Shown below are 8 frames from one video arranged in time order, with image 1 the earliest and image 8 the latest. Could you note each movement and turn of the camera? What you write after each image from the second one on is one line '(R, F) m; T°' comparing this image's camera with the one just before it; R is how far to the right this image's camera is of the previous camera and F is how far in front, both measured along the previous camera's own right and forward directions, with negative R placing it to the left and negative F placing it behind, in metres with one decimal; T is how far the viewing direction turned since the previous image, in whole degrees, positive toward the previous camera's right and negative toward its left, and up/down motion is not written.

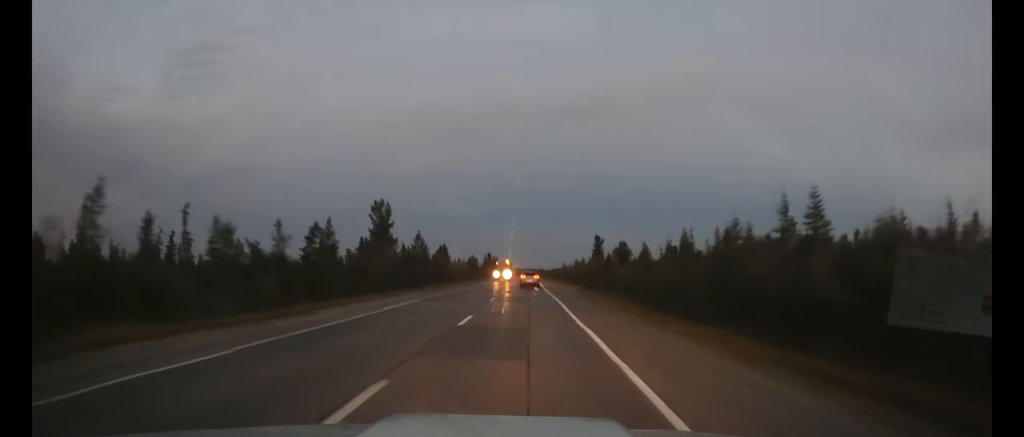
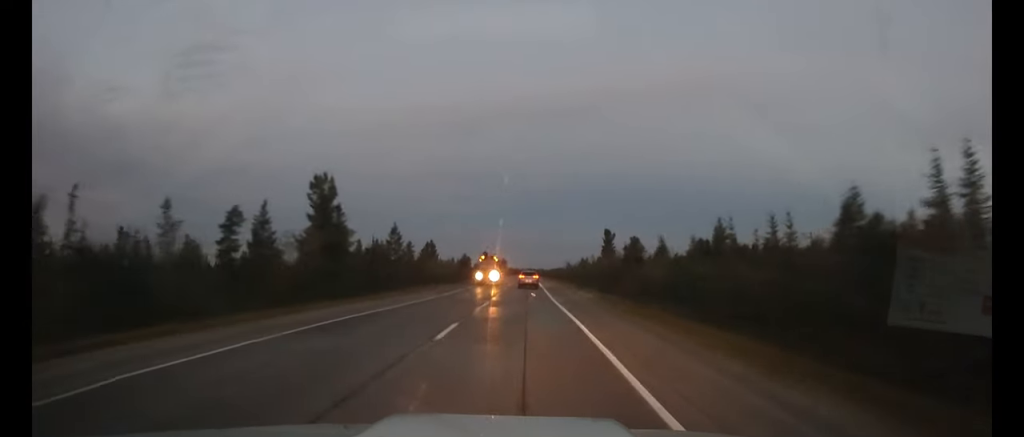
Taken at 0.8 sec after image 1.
(0.0, +15.6) m; 0°
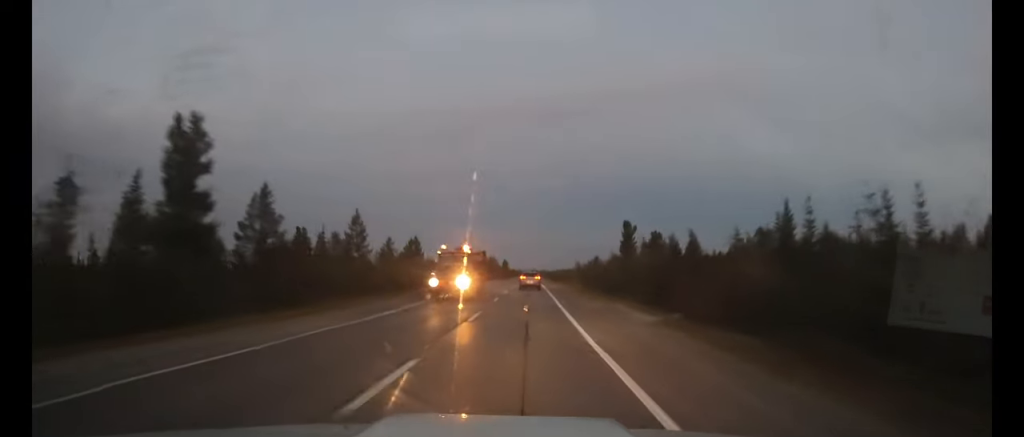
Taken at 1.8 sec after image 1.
(0.0, +17.7) m; 0°
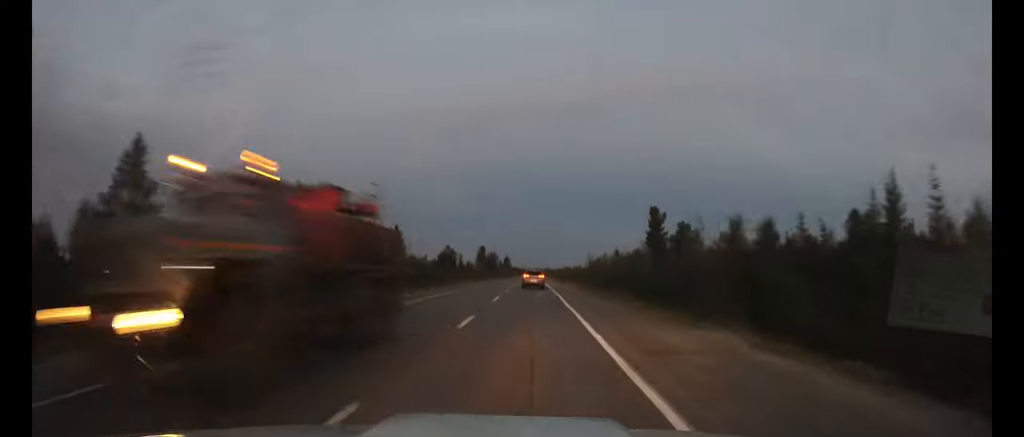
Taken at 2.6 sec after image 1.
(0.0, +15.9) m; 0°
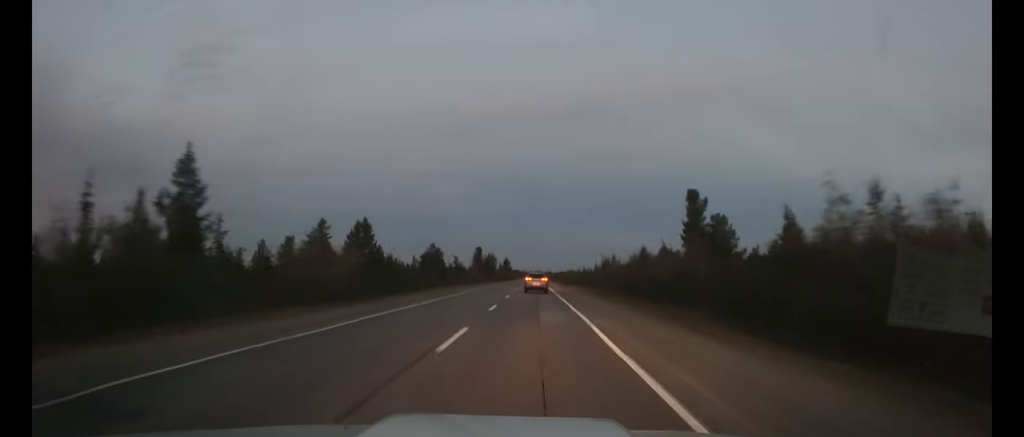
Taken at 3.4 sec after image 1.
(0.0, +15.4) m; 0°
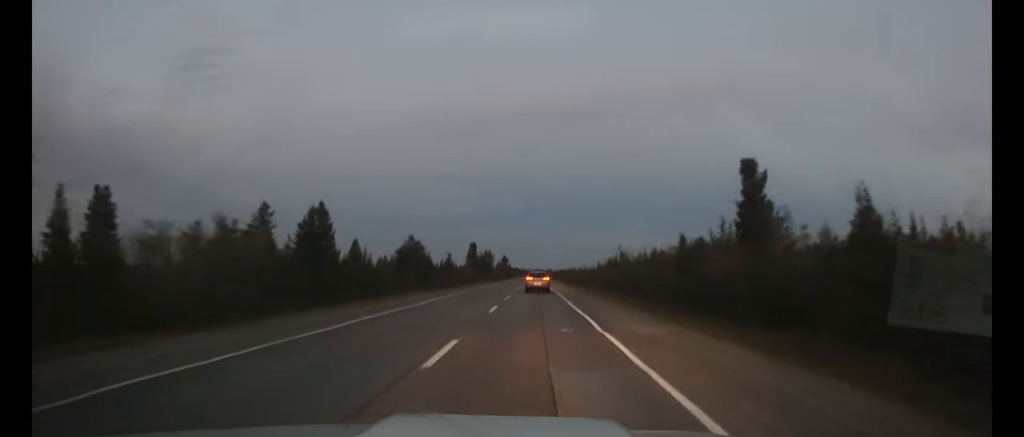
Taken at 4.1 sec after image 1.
(0.0, +13.6) m; 0°
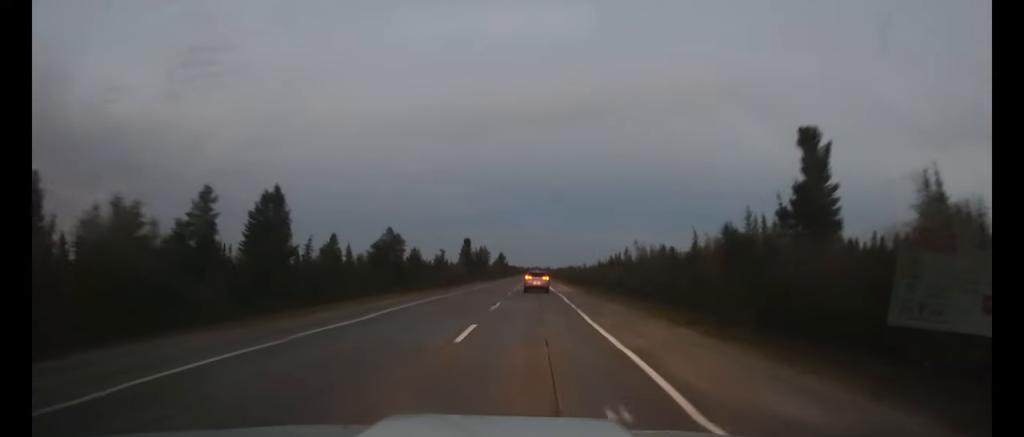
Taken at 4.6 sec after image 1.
(0.0, +9.1) m; 0°
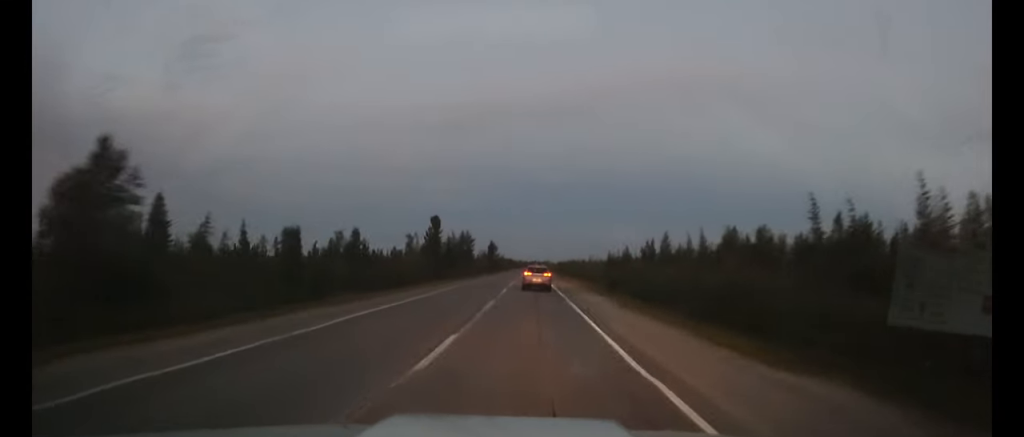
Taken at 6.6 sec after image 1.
(+0.1, +39.4) m; 0°
